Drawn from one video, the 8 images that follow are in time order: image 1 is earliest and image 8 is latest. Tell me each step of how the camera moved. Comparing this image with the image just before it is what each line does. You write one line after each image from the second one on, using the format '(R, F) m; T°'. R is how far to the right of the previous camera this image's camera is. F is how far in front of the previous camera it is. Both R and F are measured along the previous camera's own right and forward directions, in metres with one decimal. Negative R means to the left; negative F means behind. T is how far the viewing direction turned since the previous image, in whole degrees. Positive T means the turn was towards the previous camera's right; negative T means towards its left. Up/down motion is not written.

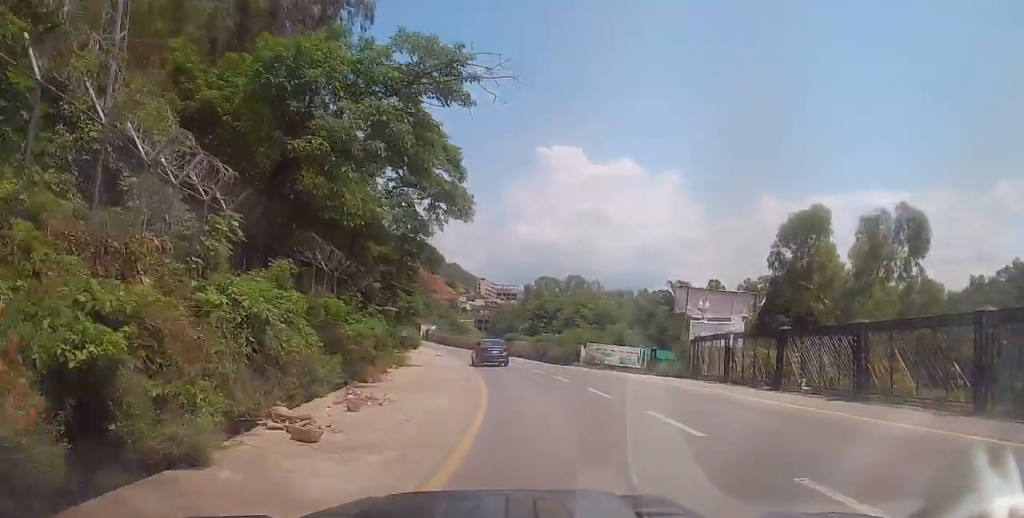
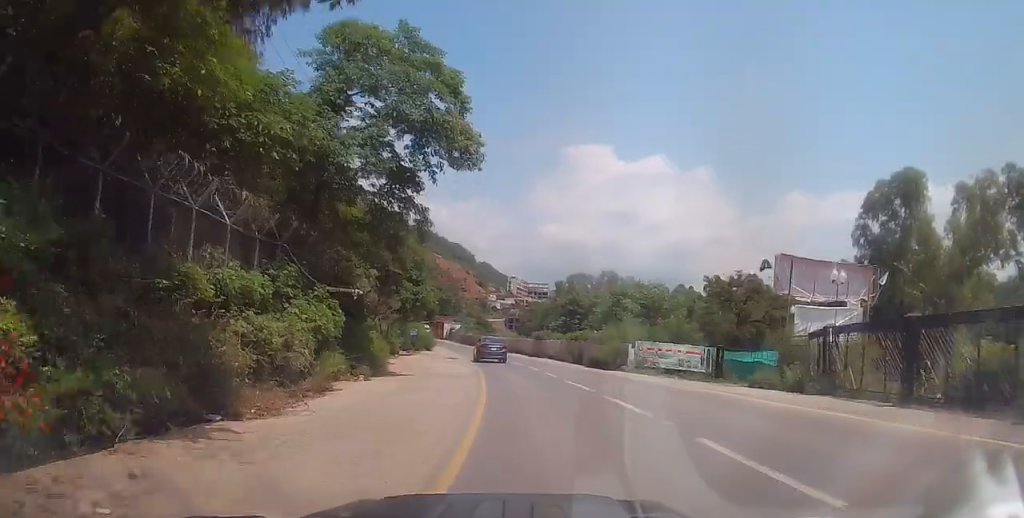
(-0.1, +9.2) m; -5°
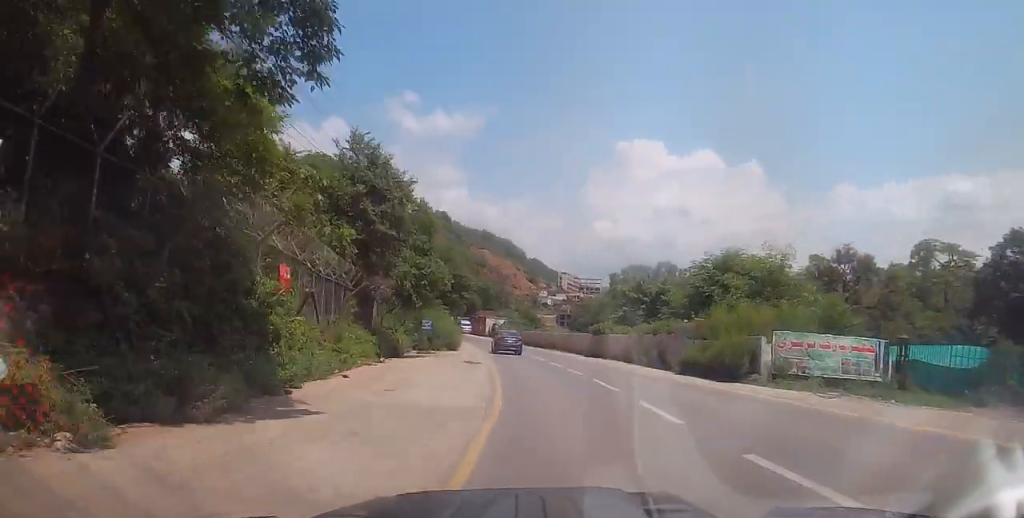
(-1.1, +13.8) m; -3°
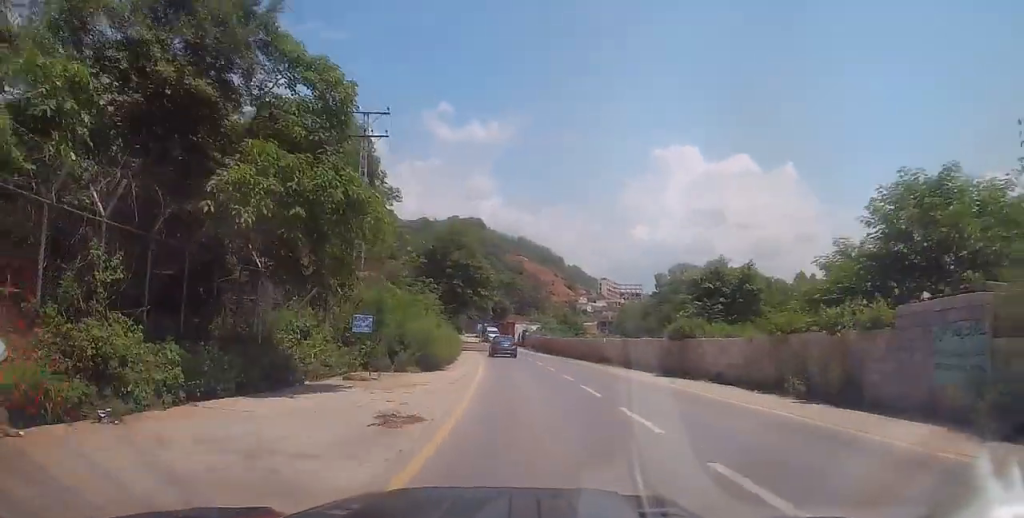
(+0.2, +17.7) m; -1°
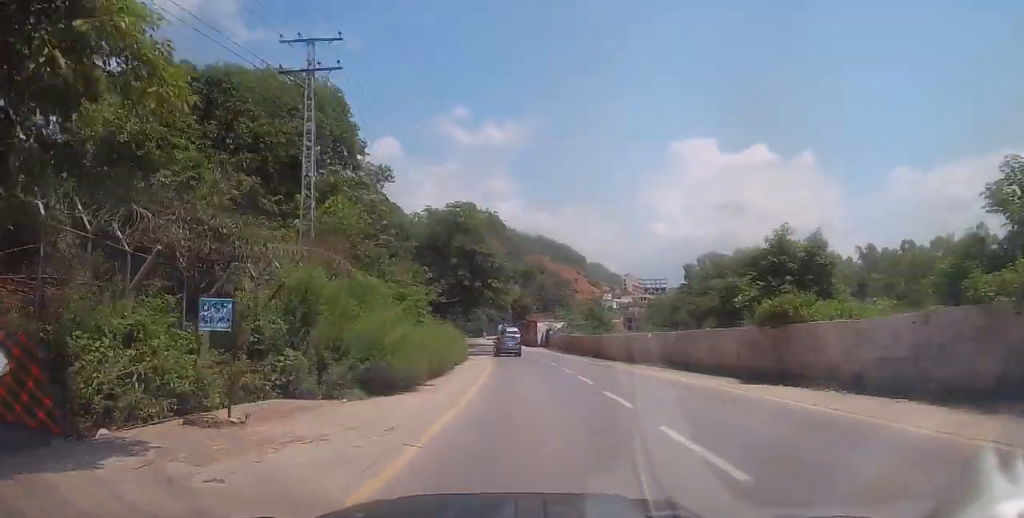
(-0.1, +9.4) m; -2°
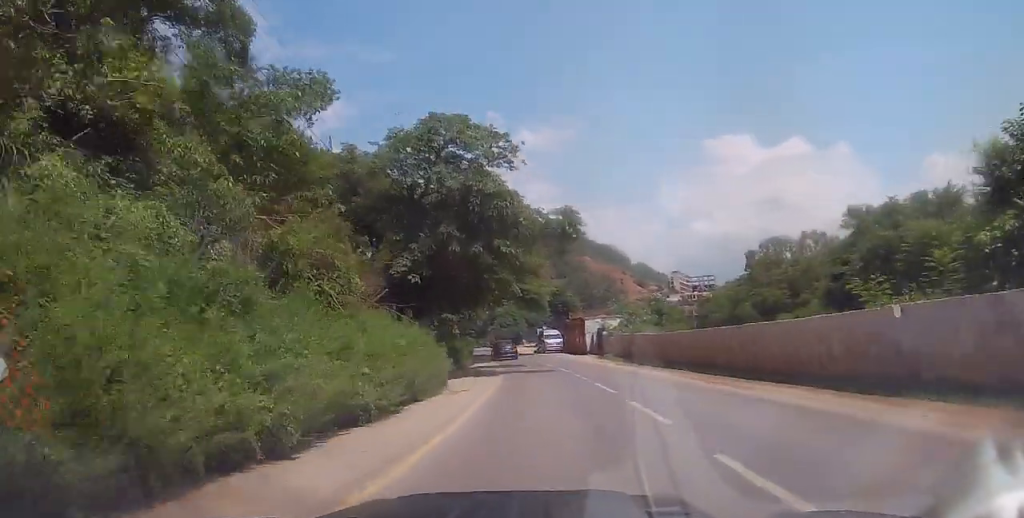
(-1.0, +20.2) m; -6°
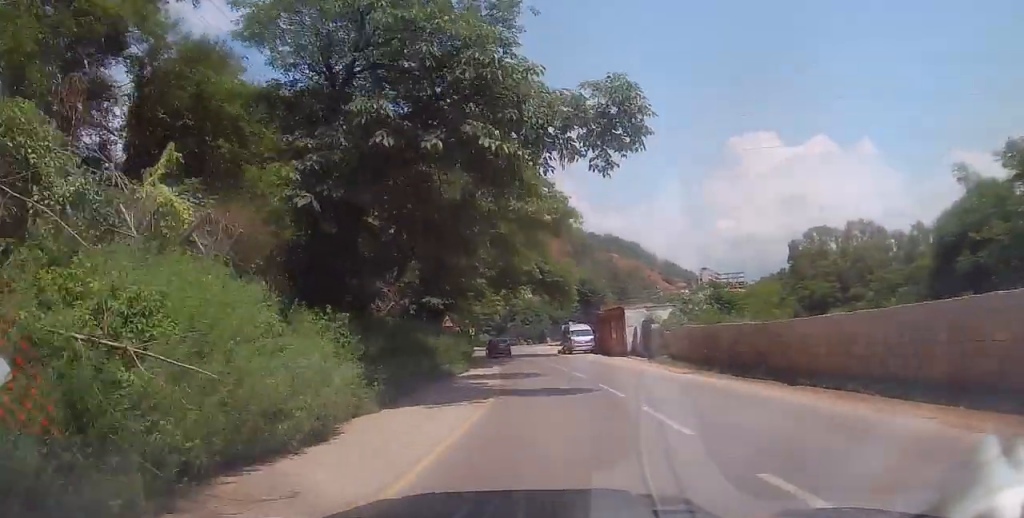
(-0.5, +13.1) m; -3°
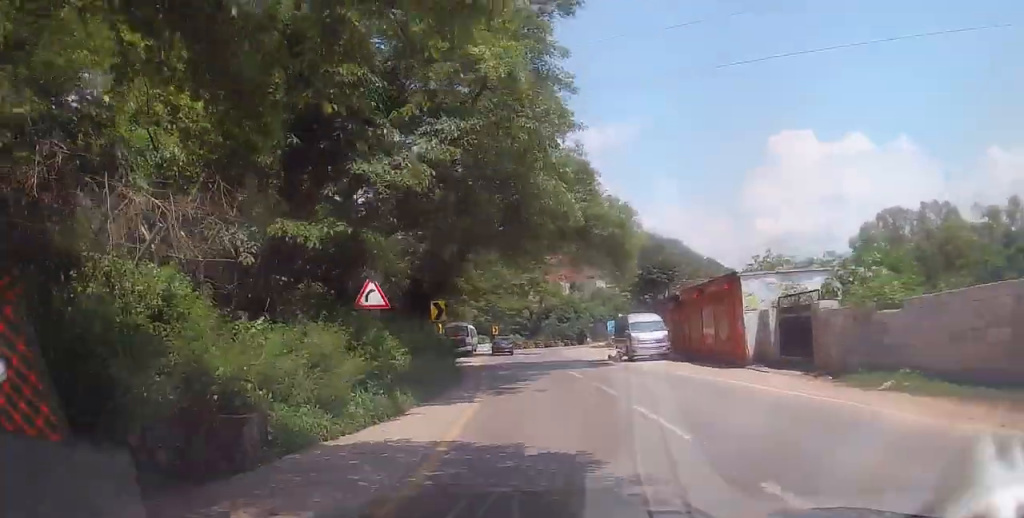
(-0.3, +18.5) m; -2°
